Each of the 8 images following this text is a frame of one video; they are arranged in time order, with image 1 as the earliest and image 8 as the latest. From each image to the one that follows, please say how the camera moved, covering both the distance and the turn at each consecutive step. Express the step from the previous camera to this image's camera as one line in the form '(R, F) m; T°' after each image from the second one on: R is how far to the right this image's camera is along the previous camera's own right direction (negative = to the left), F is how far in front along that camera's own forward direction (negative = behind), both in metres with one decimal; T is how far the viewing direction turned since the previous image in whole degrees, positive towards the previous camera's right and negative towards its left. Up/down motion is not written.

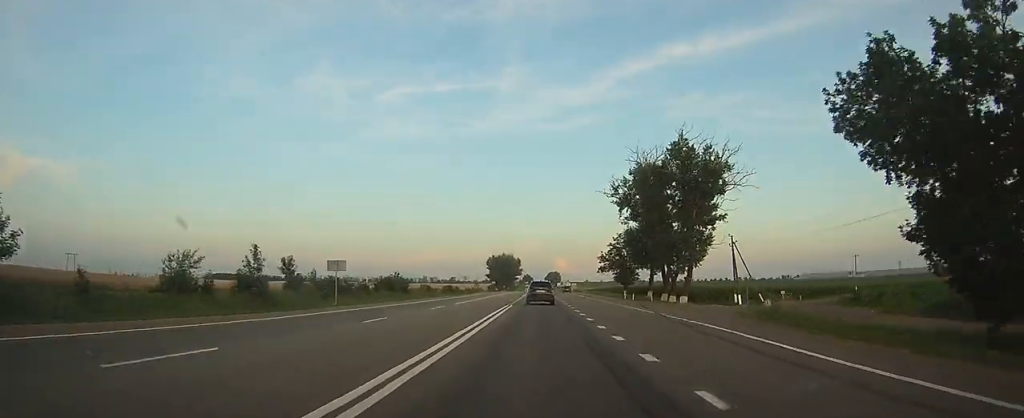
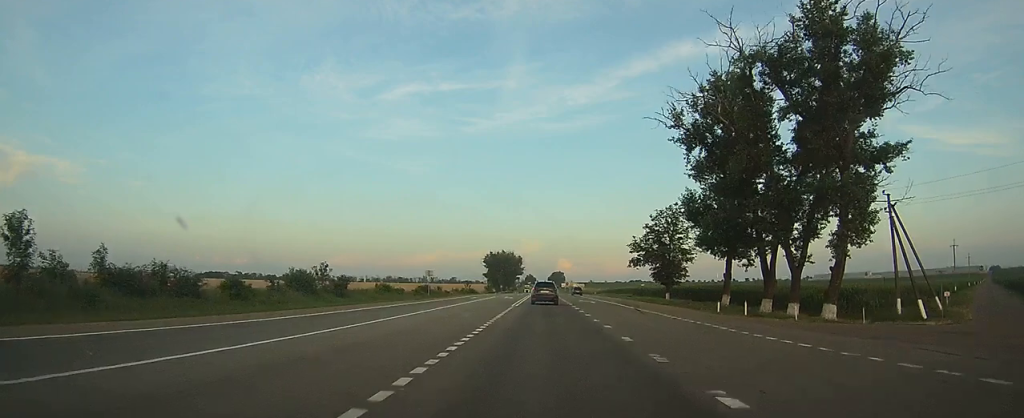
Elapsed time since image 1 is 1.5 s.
(-0.2, +35.7) m; -1°
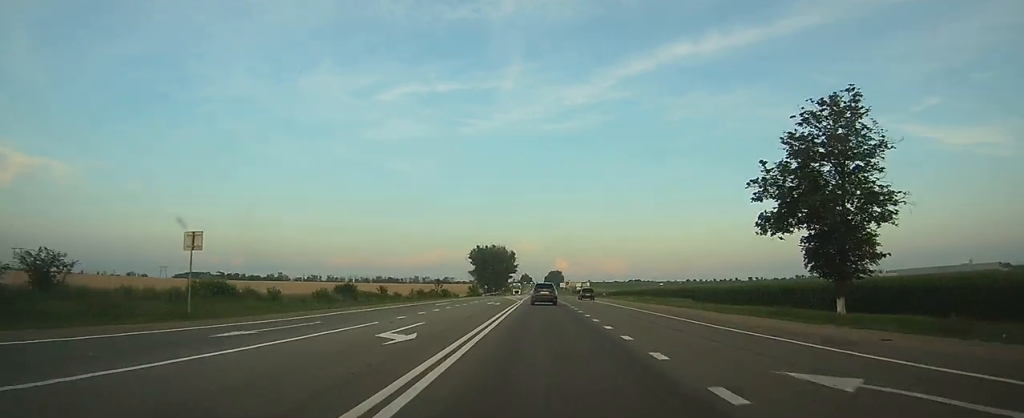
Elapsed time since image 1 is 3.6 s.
(0.0, +47.6) m; 0°
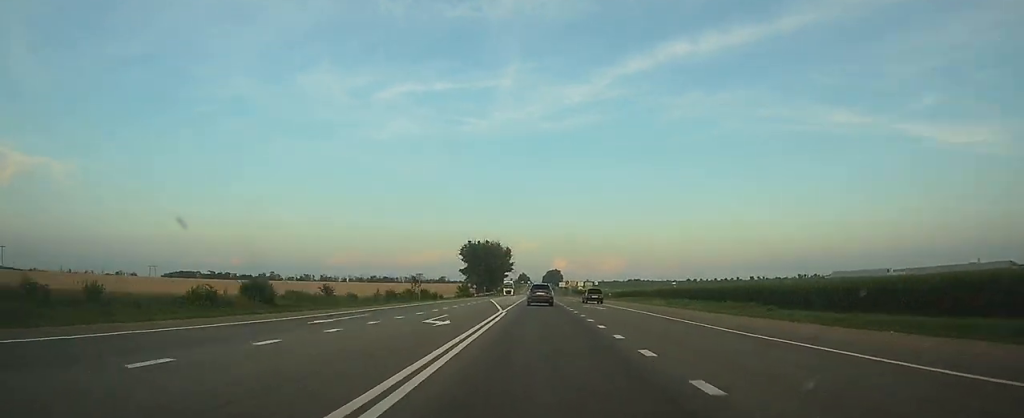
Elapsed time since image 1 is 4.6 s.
(+0.1, +23.4) m; 0°
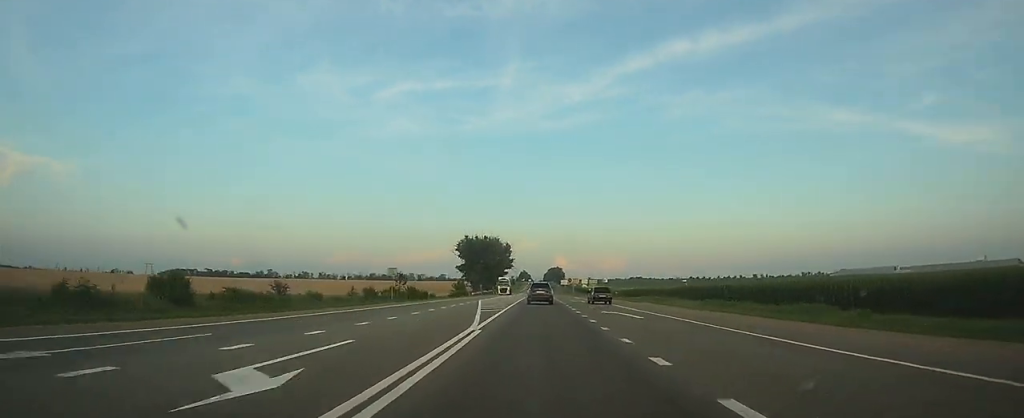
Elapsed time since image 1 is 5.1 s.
(0.0, +13.3) m; 0°
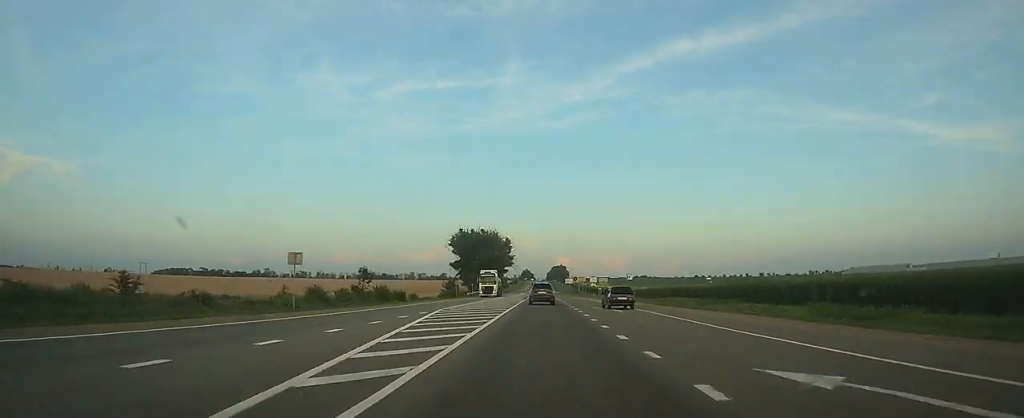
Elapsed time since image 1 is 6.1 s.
(0.0, +22.7) m; 0°
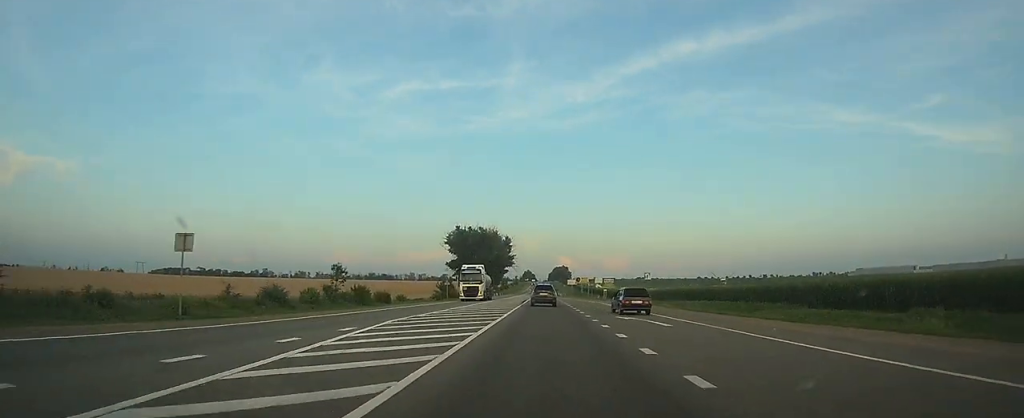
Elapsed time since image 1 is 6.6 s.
(0.0, +11.0) m; 0°
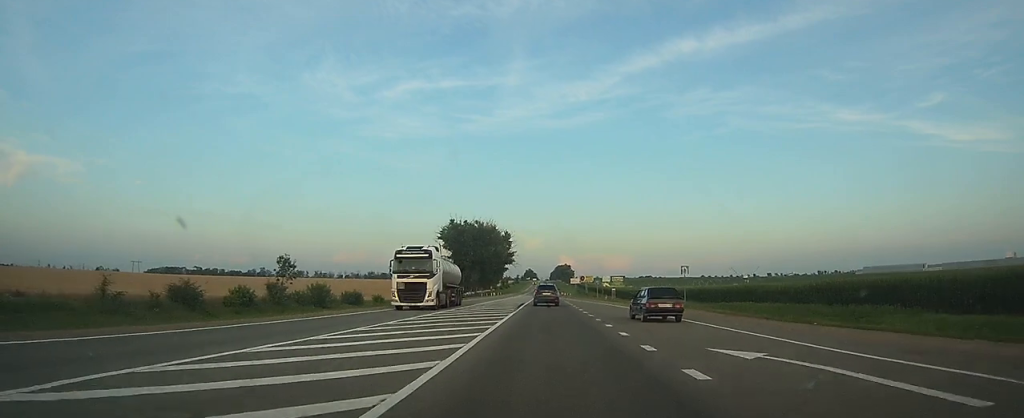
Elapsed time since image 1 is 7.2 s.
(0.0, +15.0) m; 0°
